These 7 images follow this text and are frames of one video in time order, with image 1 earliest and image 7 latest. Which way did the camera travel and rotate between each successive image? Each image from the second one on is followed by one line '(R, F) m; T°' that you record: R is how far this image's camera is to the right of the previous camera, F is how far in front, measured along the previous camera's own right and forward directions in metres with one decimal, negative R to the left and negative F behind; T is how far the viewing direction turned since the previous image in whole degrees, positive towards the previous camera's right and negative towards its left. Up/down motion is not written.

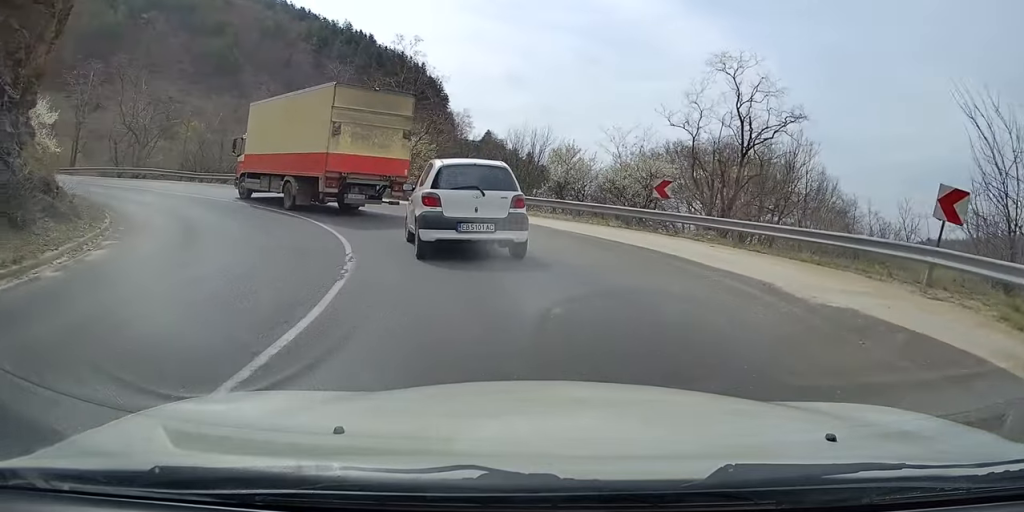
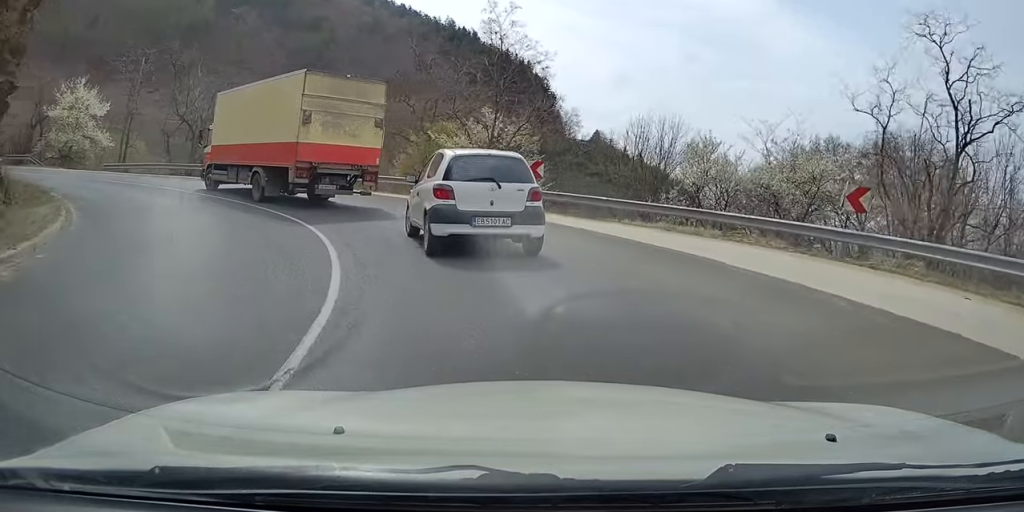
(+0.4, +6.8) m; -10°
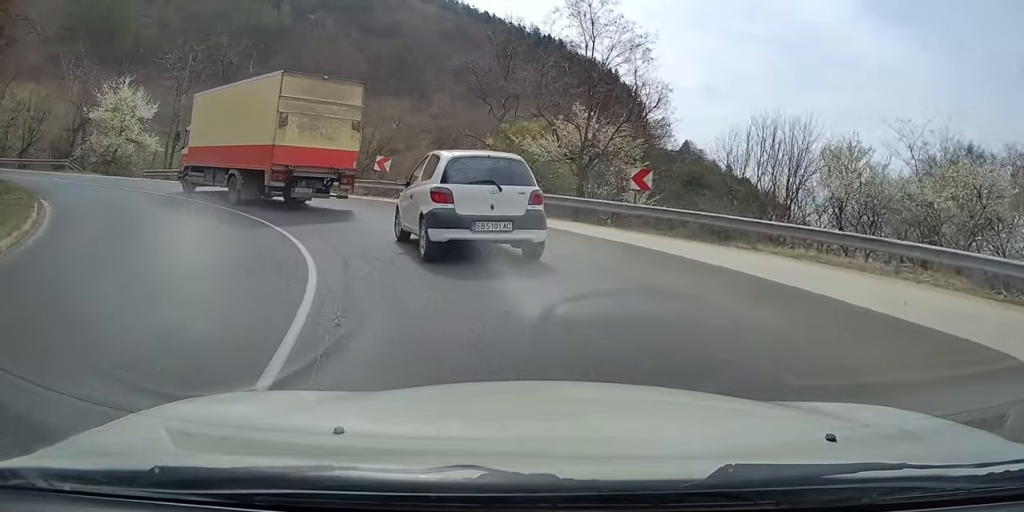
(-1.2, +4.6) m; -11°
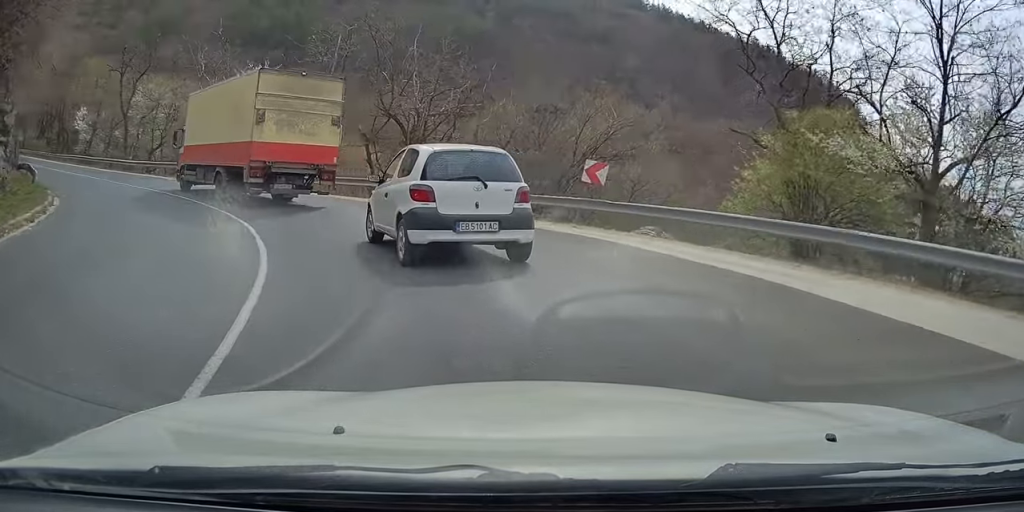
(-1.7, +9.6) m; -21°
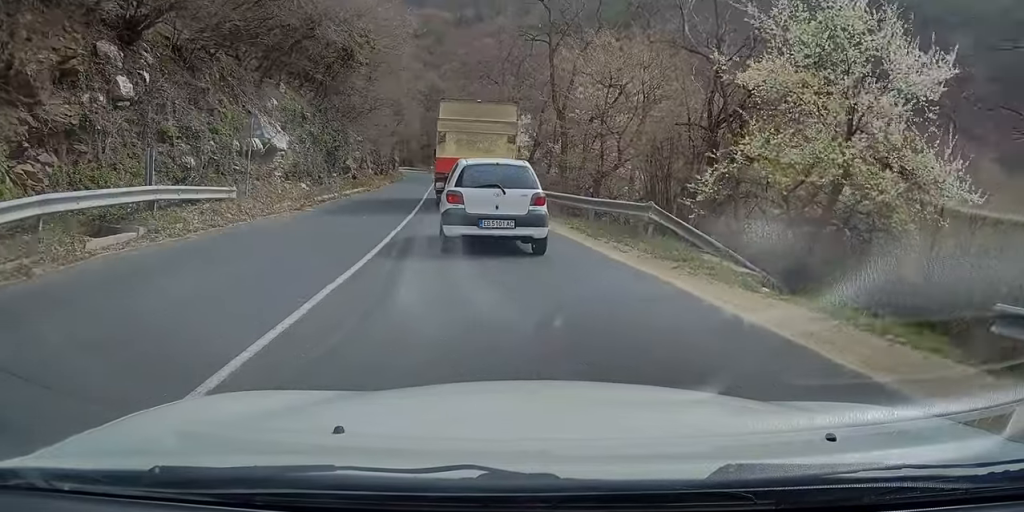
(-10.5, +21.9) m; -46°
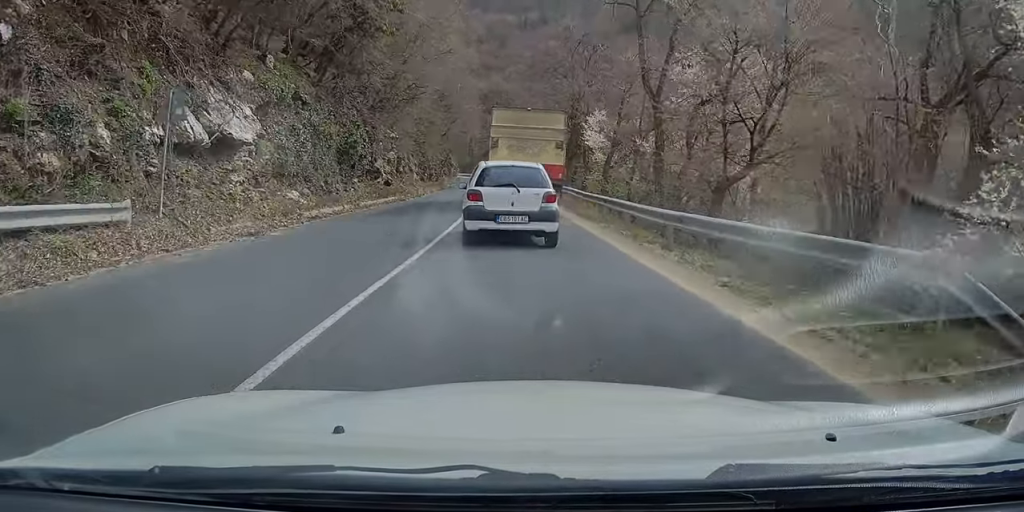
(-0.7, +8.1) m; -3°
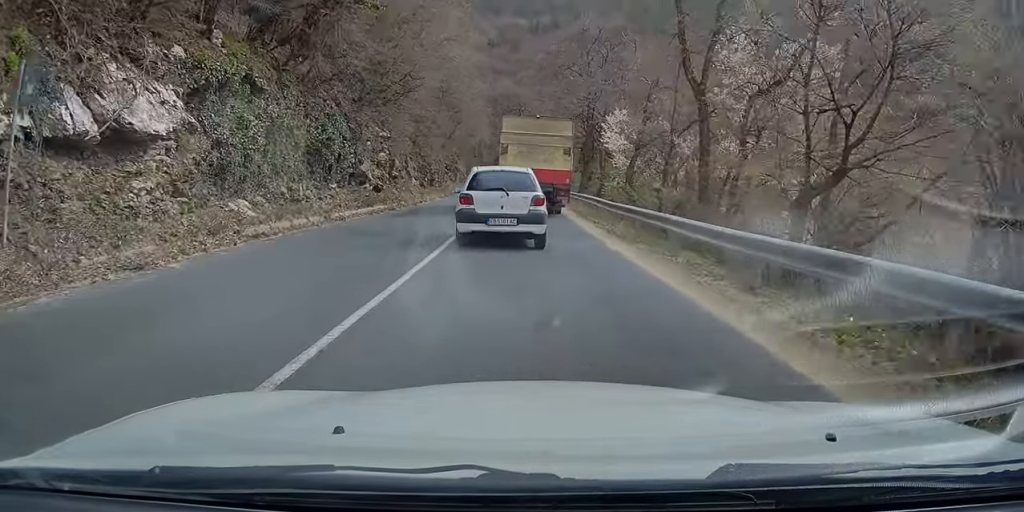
(-0.1, +4.4) m; 0°
